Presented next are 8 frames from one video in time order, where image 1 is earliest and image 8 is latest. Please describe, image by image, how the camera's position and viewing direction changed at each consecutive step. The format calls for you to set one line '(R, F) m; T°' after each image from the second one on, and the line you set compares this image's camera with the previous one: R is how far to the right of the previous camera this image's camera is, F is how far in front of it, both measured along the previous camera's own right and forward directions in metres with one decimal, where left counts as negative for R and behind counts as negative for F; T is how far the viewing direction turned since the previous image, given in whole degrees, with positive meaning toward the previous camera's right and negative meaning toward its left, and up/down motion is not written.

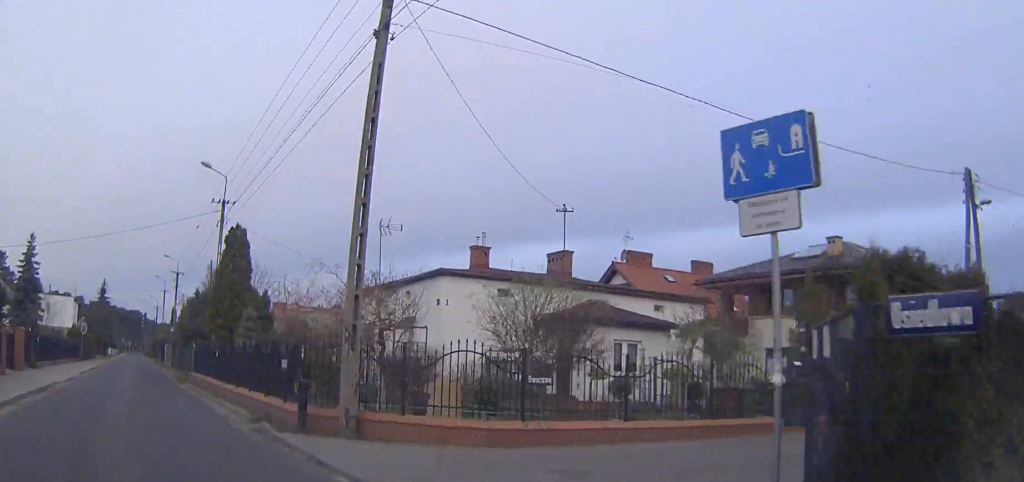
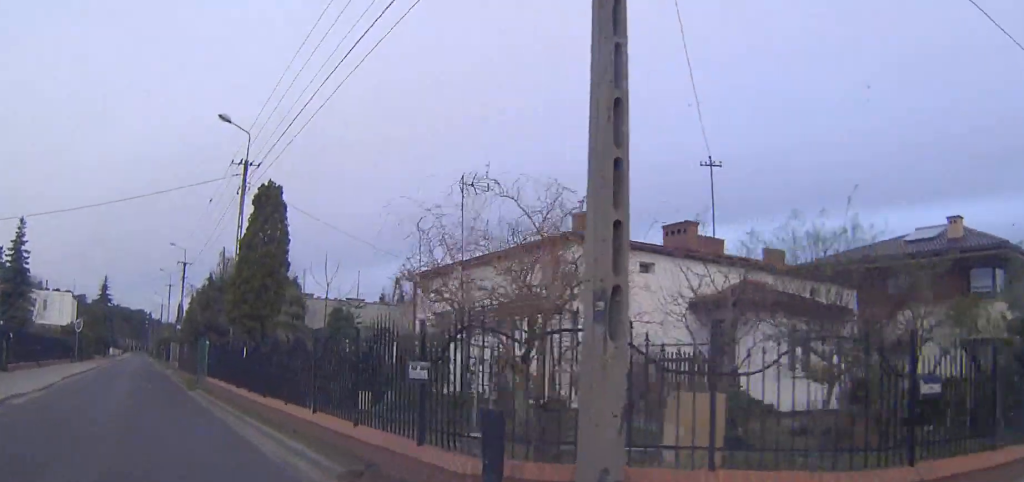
(0.0, +7.1) m; 0°
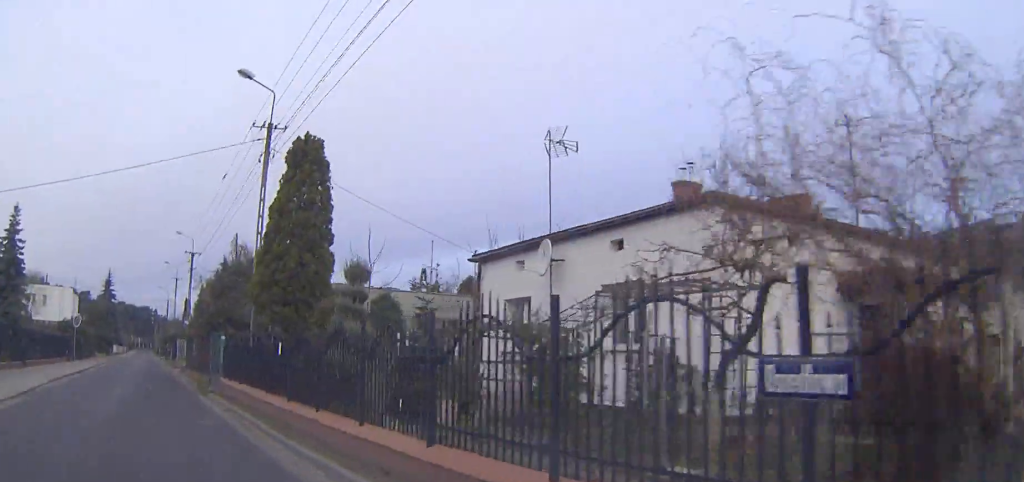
(0.0, +4.5) m; 0°
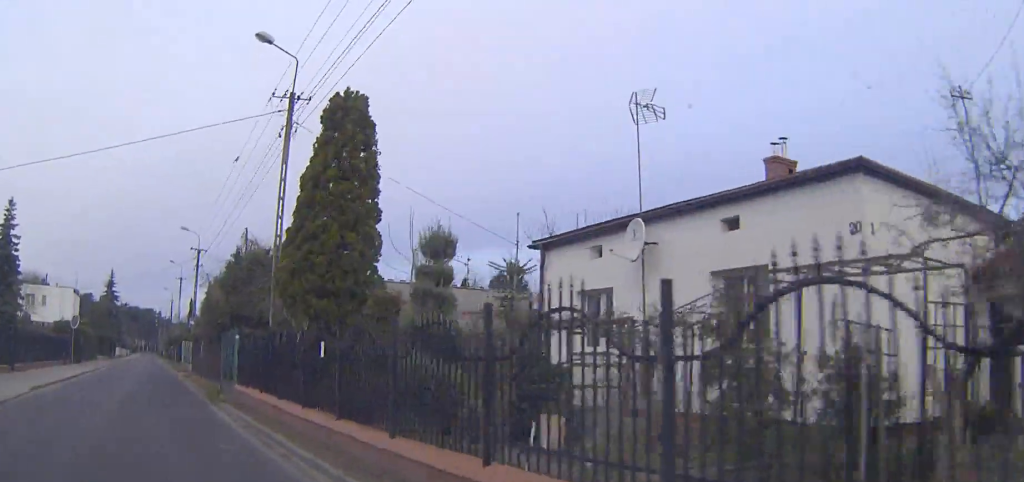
(0.0, +3.2) m; 0°
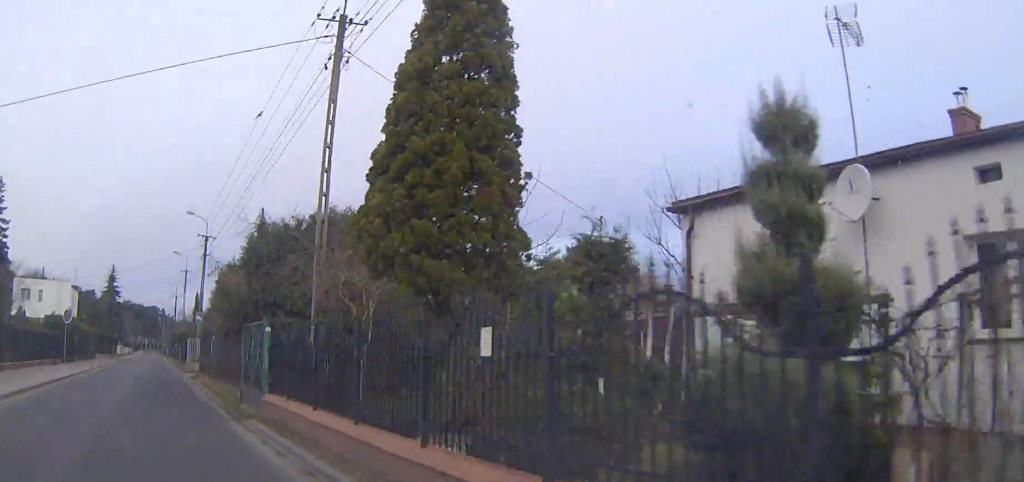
(0.0, +5.1) m; -1°
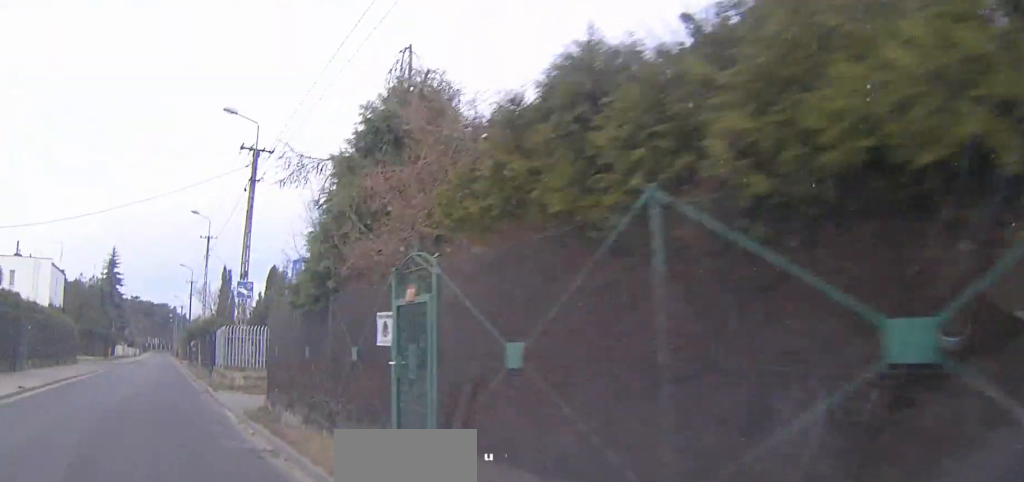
(-0.3, +21.0) m; -1°
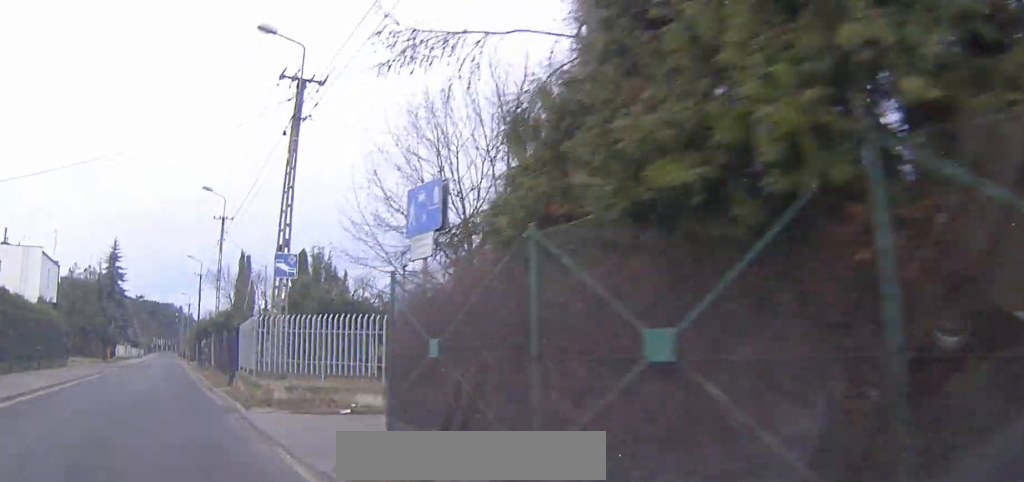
(0.0, +7.5) m; -1°
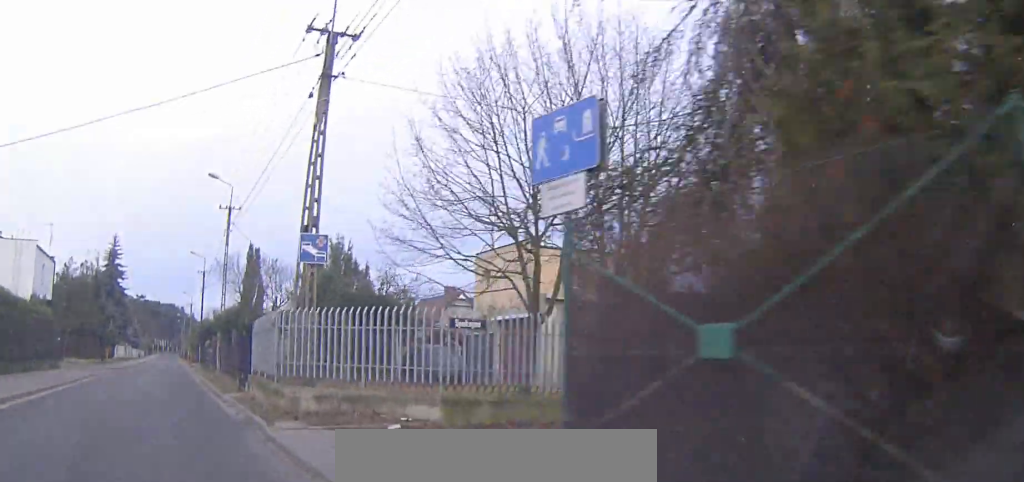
(0.0, +3.3) m; 0°
